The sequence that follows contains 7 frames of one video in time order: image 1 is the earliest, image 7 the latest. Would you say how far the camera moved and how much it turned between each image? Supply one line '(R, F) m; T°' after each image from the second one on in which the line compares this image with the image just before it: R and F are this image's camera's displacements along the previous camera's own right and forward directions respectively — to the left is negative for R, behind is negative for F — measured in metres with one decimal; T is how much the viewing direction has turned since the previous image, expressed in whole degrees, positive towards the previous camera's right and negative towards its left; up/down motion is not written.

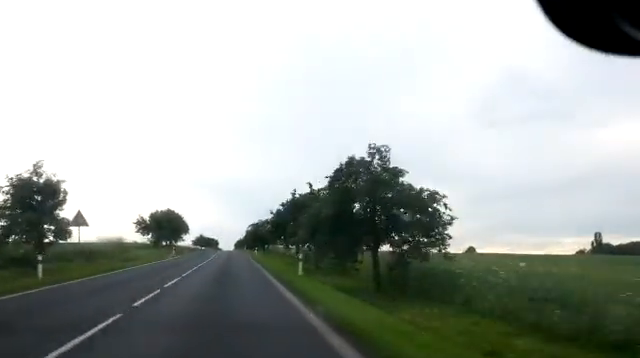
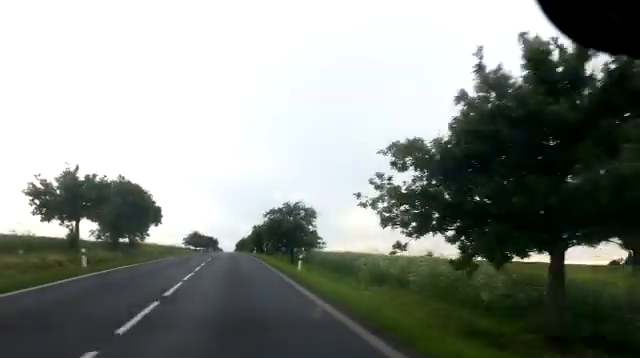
(-0.4, +34.6) m; -1°
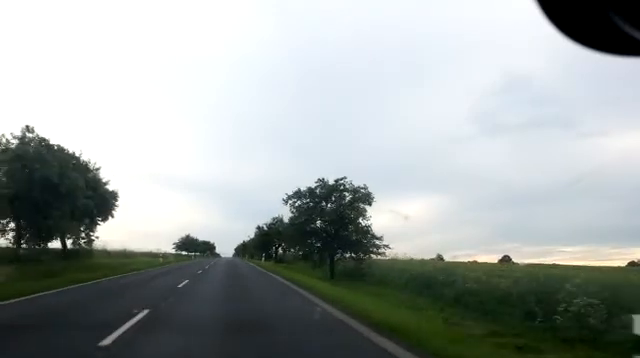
(0.0, +18.6) m; 0°
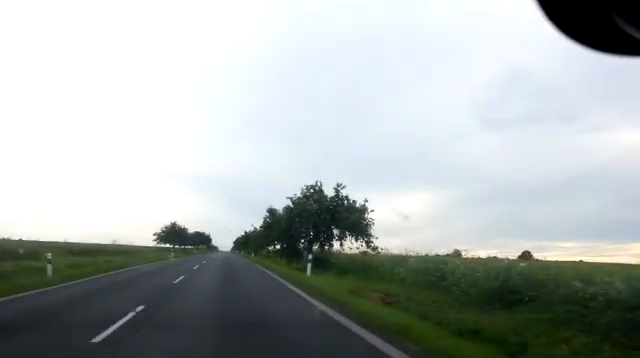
(-0.3, +26.7) m; -2°
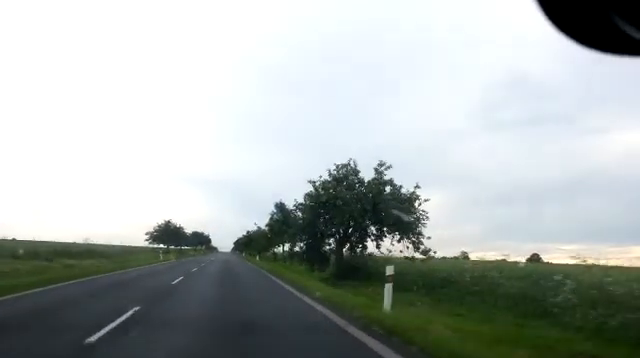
(-0.3, +9.1) m; 0°
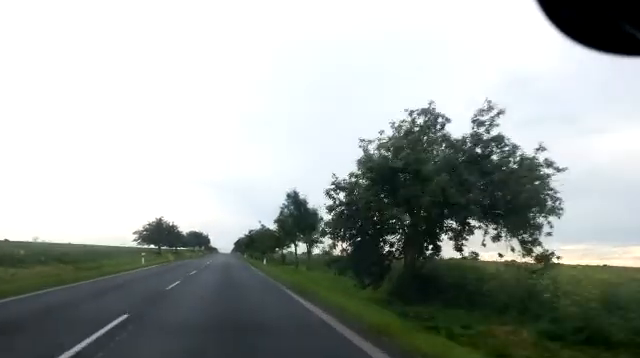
(0.0, +9.8) m; 0°
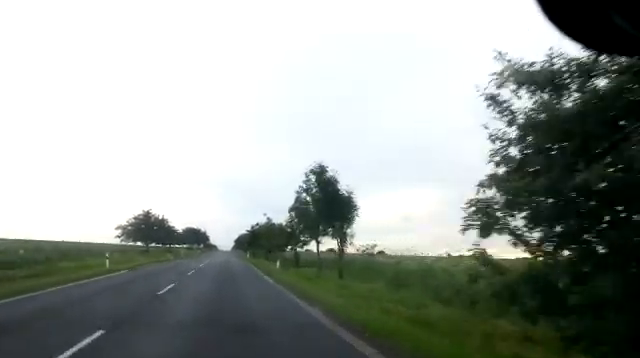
(+0.2, +10.4) m; 0°
